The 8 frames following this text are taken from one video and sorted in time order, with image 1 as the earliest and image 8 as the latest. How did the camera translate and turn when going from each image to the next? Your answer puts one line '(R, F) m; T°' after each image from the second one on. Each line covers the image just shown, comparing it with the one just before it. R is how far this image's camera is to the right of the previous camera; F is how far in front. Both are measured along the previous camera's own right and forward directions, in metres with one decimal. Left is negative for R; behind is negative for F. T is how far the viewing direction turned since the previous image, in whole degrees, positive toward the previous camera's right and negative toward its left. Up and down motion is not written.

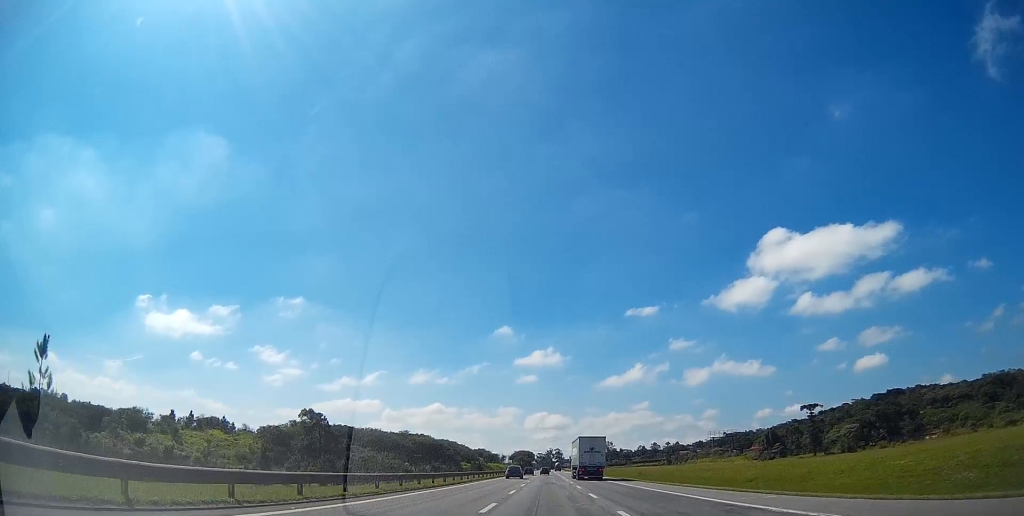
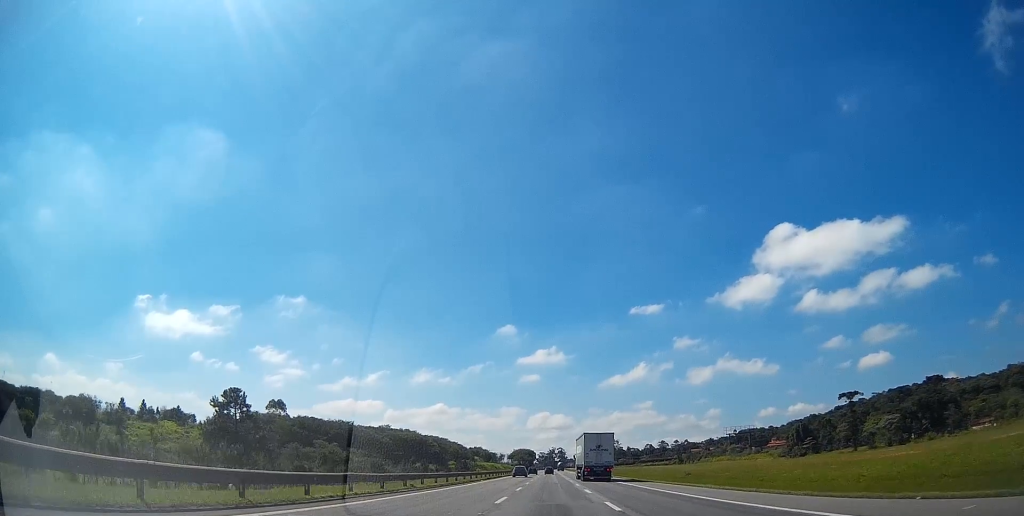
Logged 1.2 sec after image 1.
(+0.3, +31.8) m; +1°
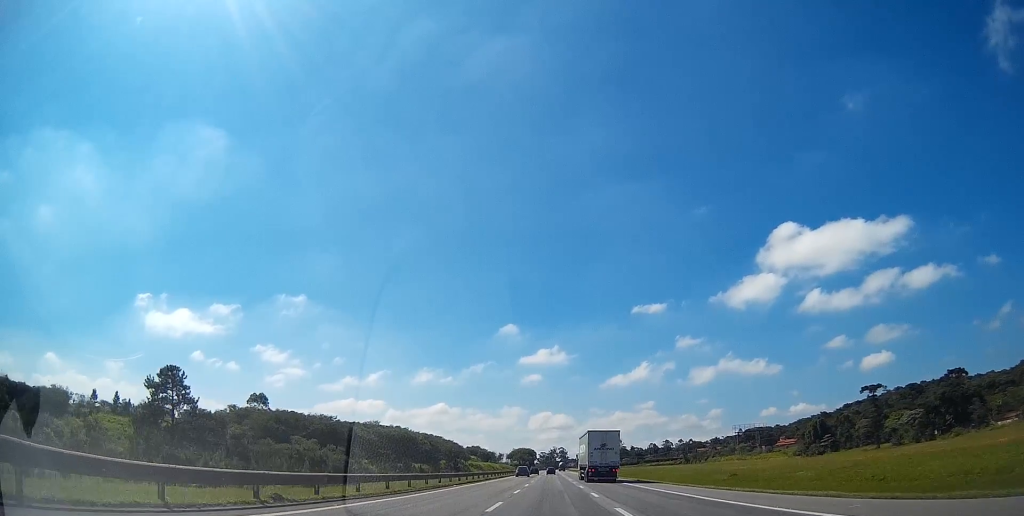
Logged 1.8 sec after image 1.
(0.0, +15.6) m; 0°
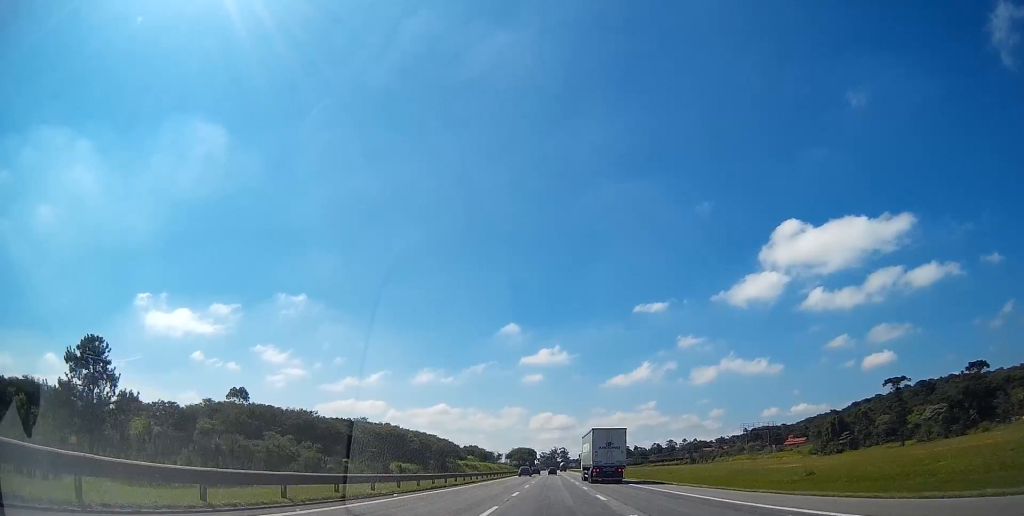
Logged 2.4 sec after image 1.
(0.0, +14.8) m; 0°
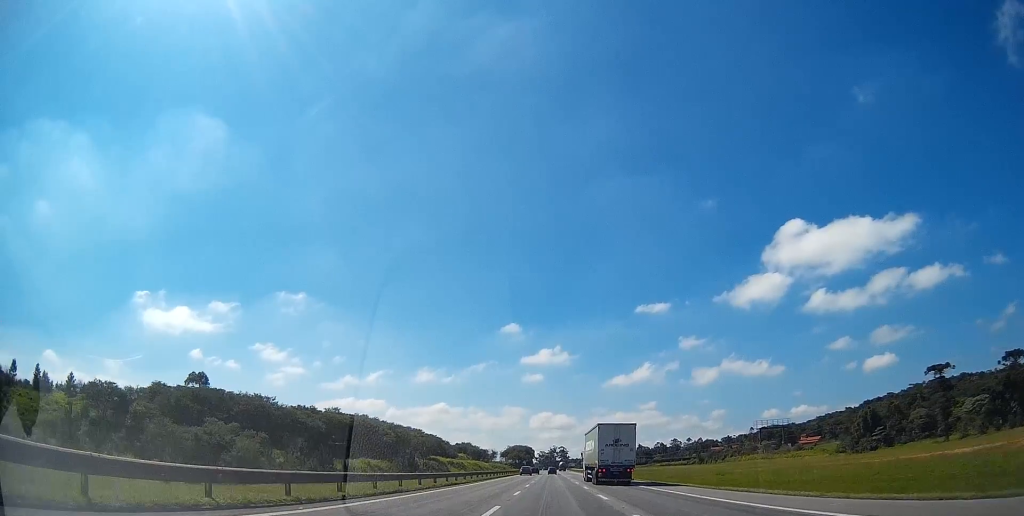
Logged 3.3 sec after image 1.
(-0.2, +24.7) m; -1°
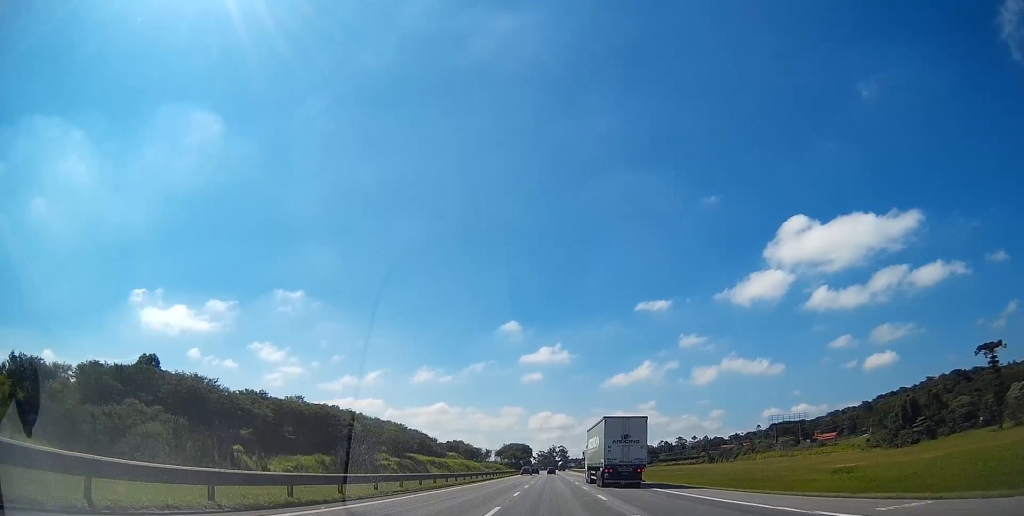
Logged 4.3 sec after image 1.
(-0.2, +25.3) m; 0°
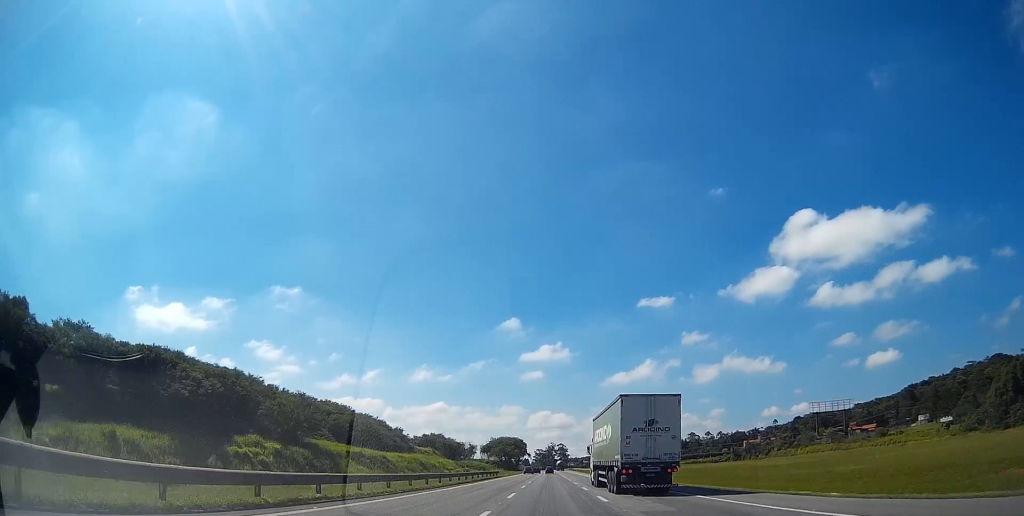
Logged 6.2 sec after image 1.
(+0.6, +55.5) m; +1°
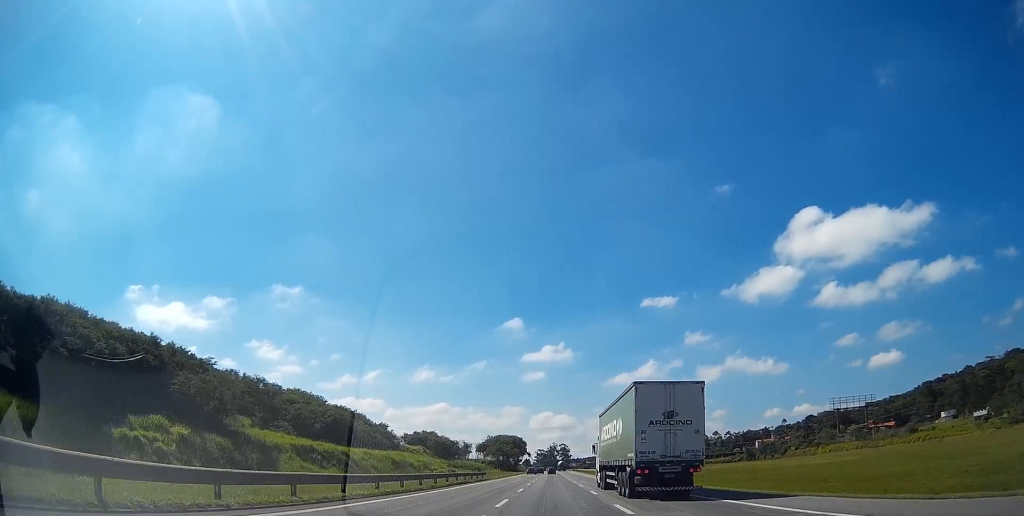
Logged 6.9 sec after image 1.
(0.0, +19.5) m; 0°
